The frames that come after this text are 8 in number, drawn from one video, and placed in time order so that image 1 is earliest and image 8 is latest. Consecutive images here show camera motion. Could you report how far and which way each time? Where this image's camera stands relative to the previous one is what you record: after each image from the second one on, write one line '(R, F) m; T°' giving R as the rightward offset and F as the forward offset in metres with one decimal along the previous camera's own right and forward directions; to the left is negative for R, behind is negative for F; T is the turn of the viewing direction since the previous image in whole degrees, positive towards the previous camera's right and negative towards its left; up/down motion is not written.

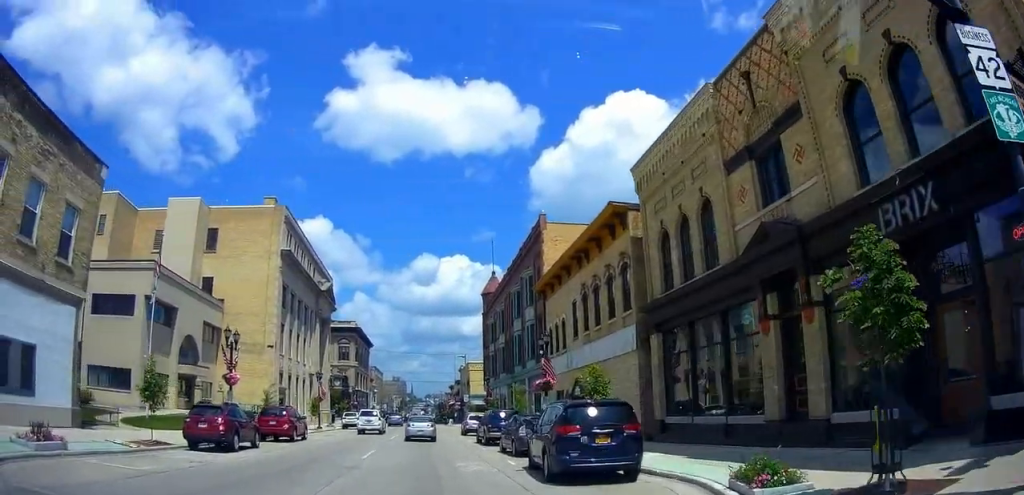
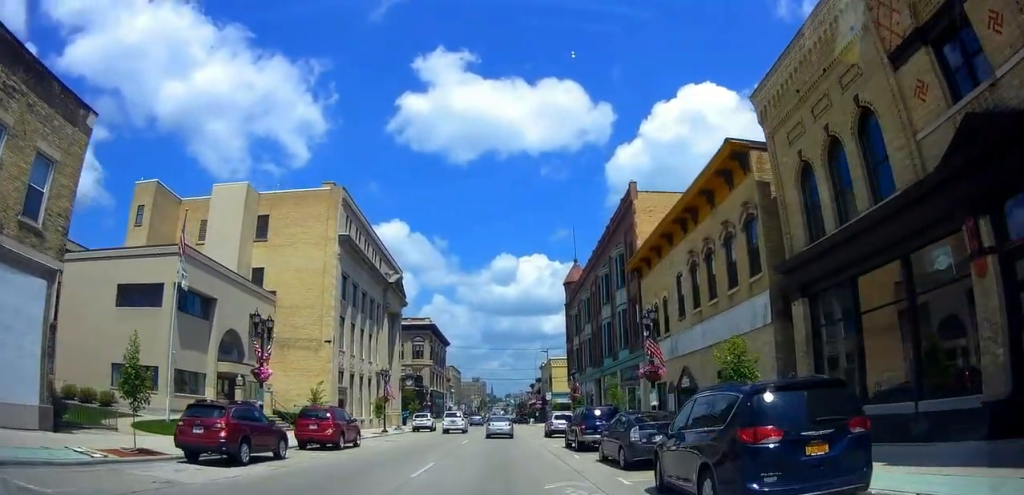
(-0.5, +4.6) m; -9°
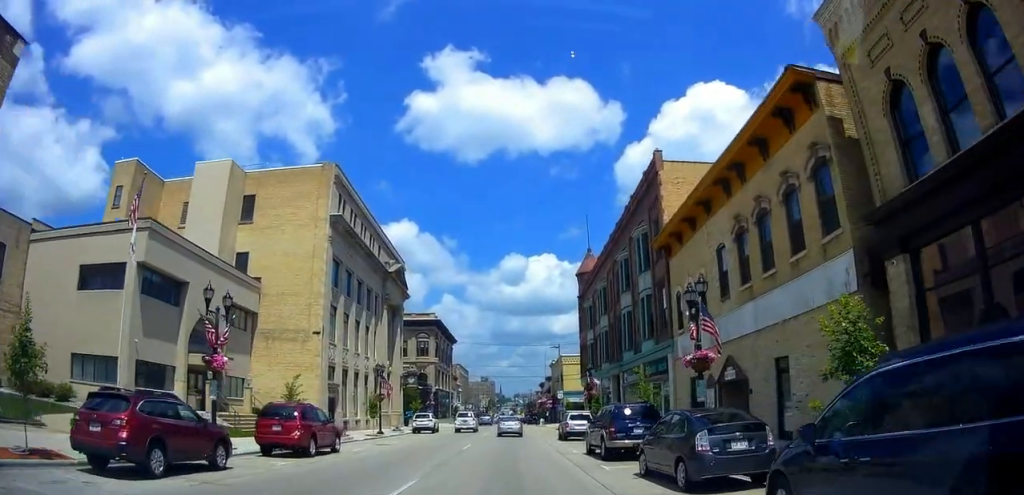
(-0.2, +3.3) m; -3°
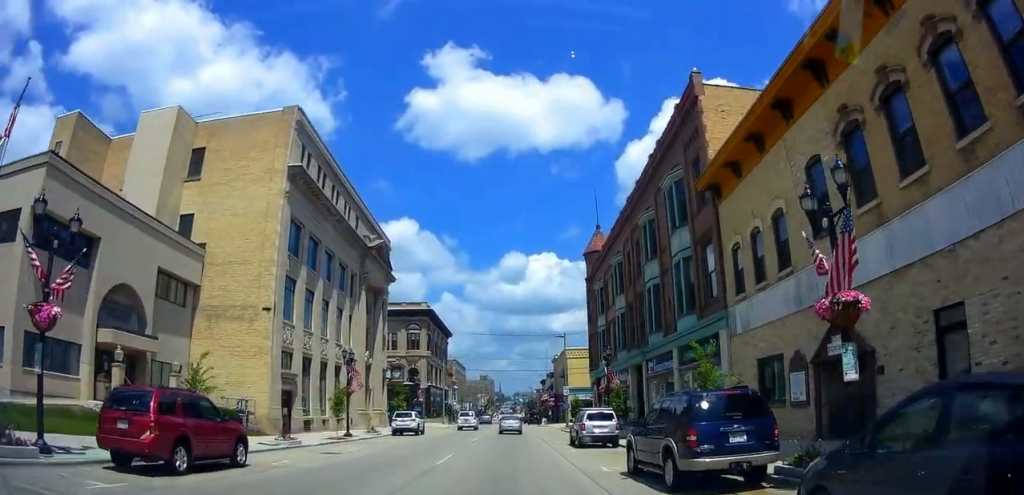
(0.0, +5.4) m; +4°
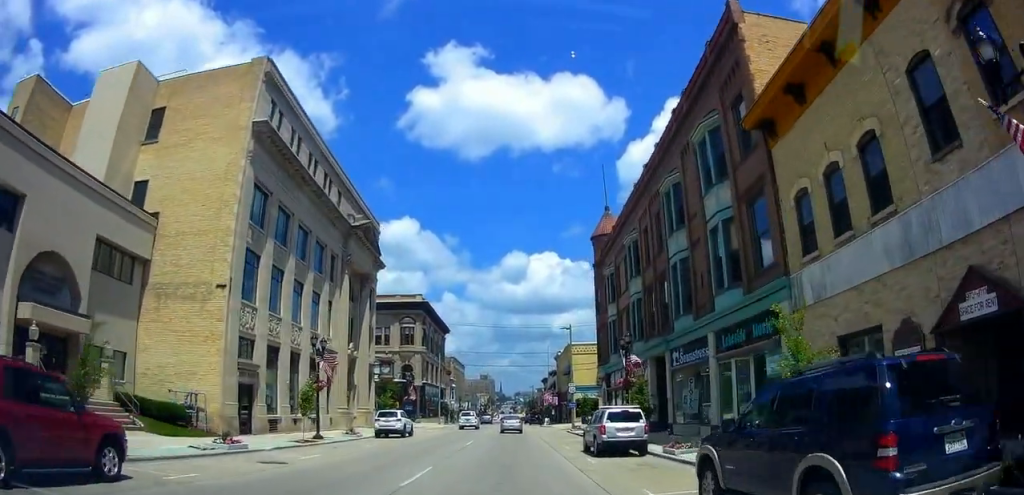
(+0.2, +5.0) m; +1°
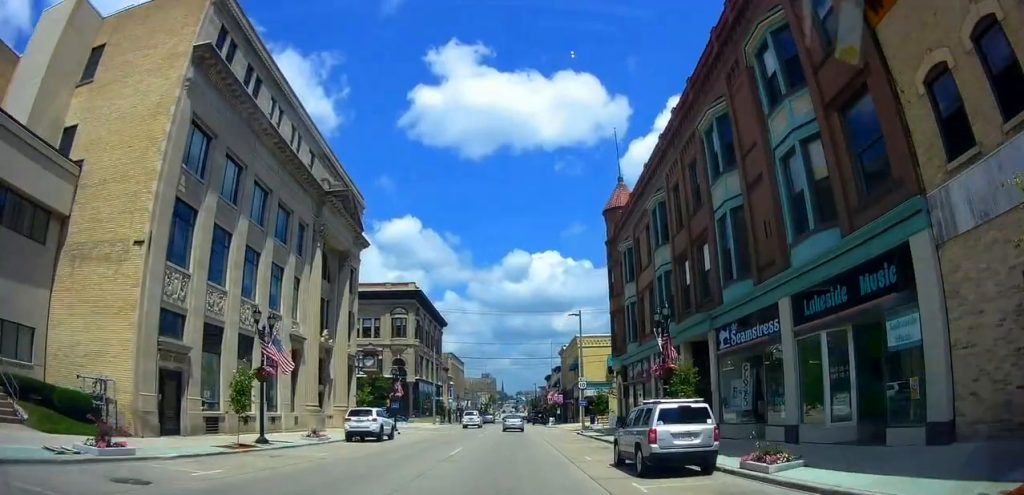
(0.0, +7.1) m; -2°
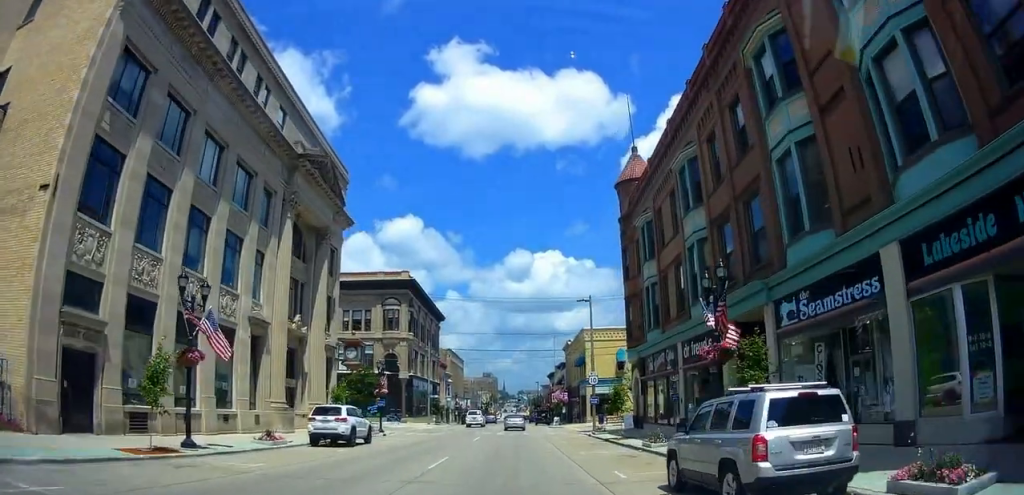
(-0.2, +5.7) m; -3°
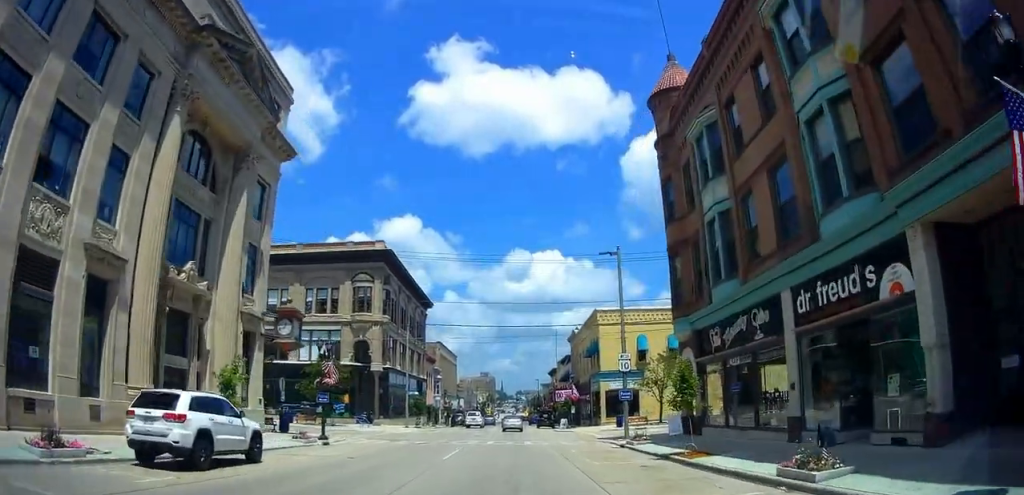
(-0.1, +12.0) m; +3°
